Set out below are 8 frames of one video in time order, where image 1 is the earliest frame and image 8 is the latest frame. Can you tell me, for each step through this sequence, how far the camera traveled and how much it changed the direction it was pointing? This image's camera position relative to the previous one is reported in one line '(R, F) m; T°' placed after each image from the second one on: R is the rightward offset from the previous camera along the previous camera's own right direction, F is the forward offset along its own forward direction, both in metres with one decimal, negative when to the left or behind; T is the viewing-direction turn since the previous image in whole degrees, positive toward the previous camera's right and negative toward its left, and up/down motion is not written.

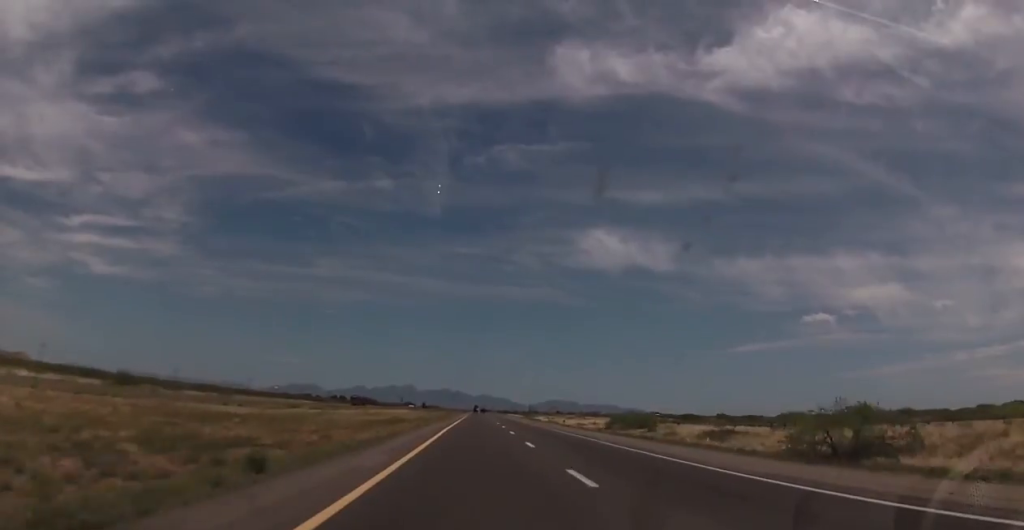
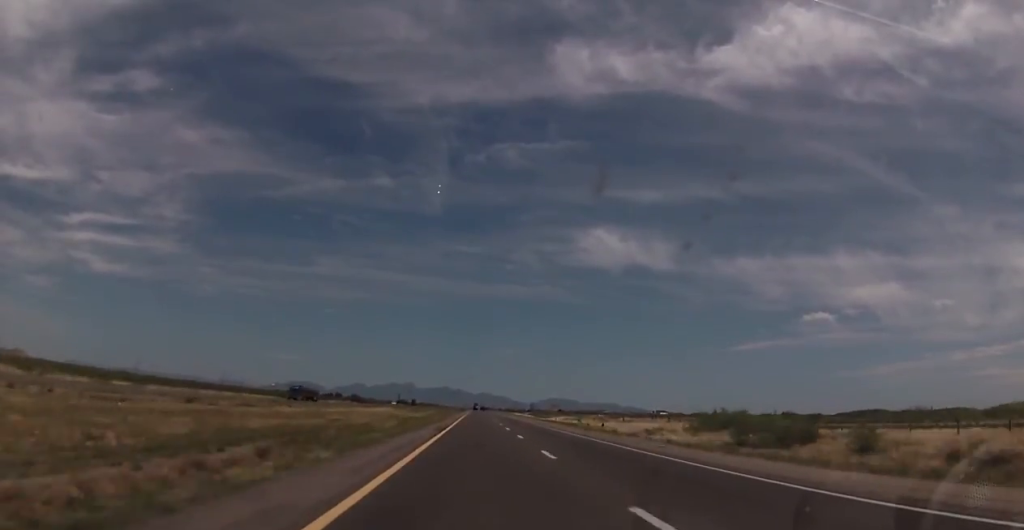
(+0.1, +42.0) m; 0°
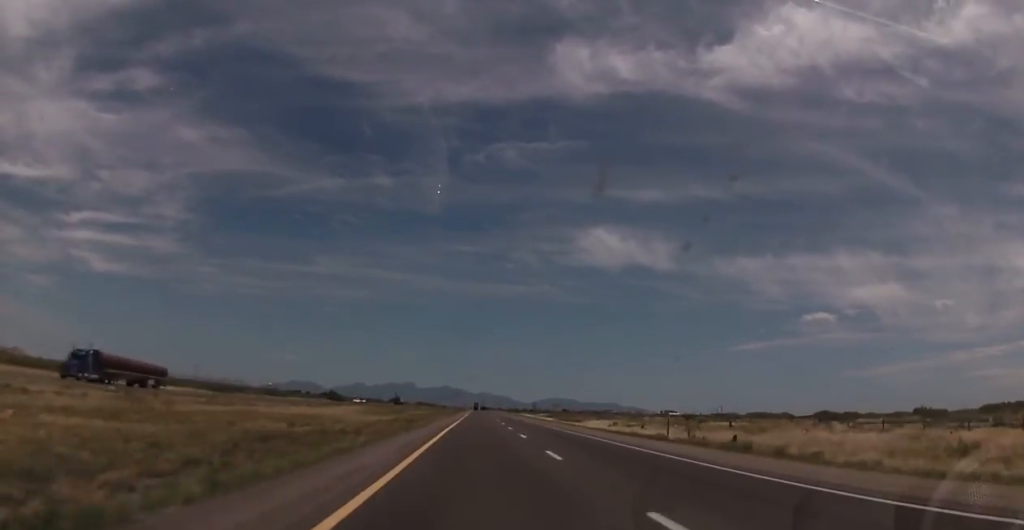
(-0.3, +49.2) m; 0°
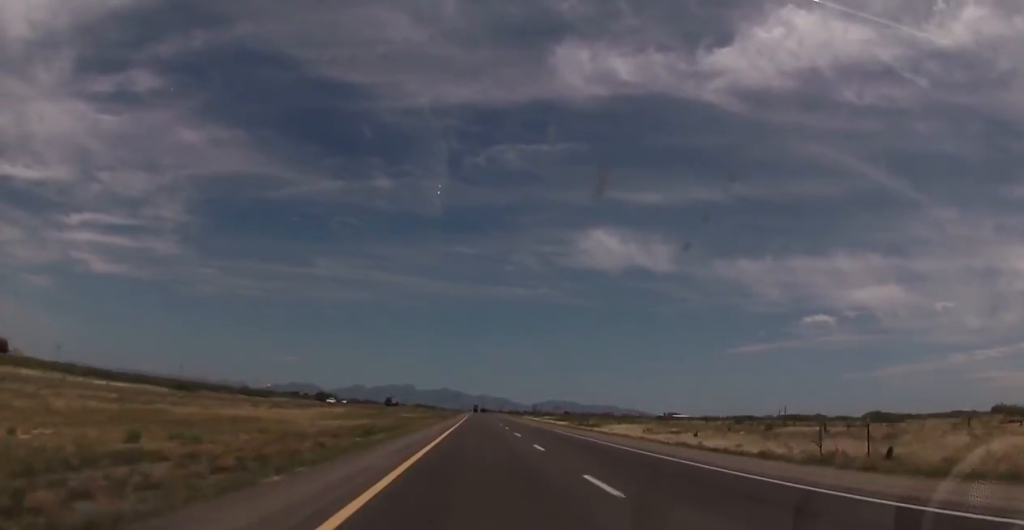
(+0.3, +19.1) m; 0°
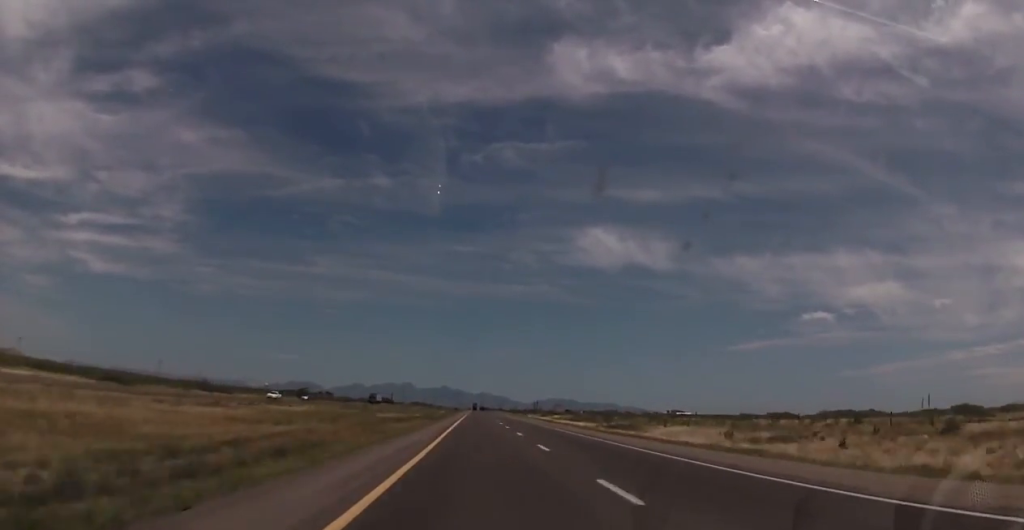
(+0.2, +25.1) m; 0°
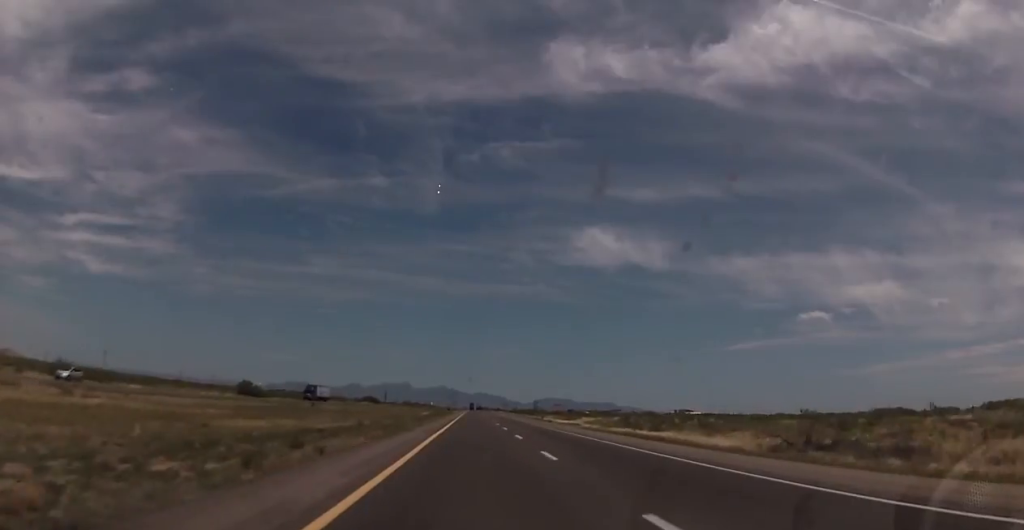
(+0.1, +52.8) m; -1°
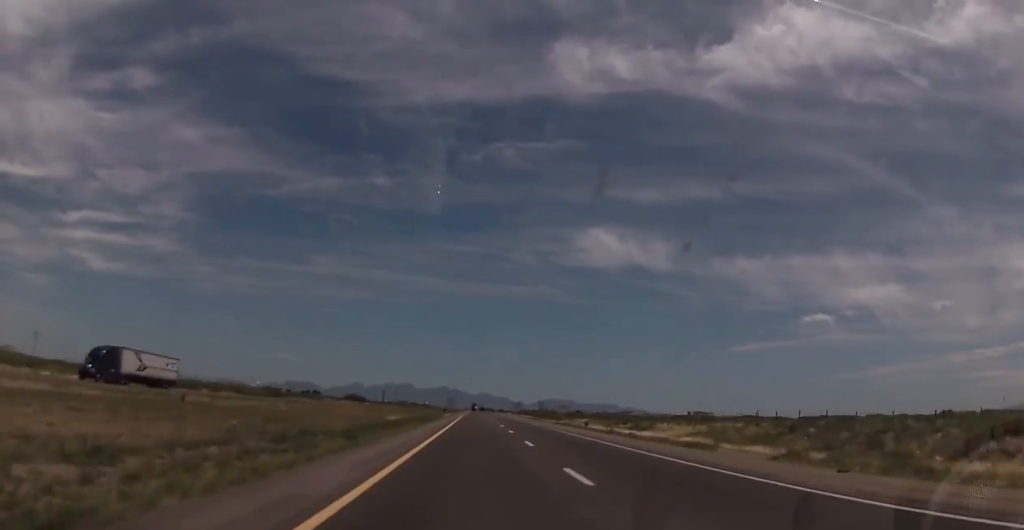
(-0.6, +53.9) m; 0°
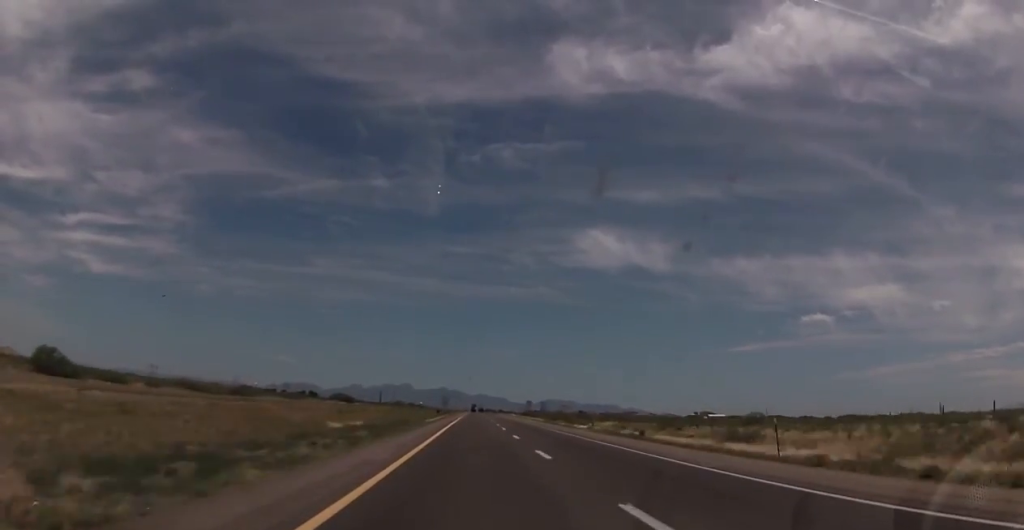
(+0.4, +30.0) m; +1°
